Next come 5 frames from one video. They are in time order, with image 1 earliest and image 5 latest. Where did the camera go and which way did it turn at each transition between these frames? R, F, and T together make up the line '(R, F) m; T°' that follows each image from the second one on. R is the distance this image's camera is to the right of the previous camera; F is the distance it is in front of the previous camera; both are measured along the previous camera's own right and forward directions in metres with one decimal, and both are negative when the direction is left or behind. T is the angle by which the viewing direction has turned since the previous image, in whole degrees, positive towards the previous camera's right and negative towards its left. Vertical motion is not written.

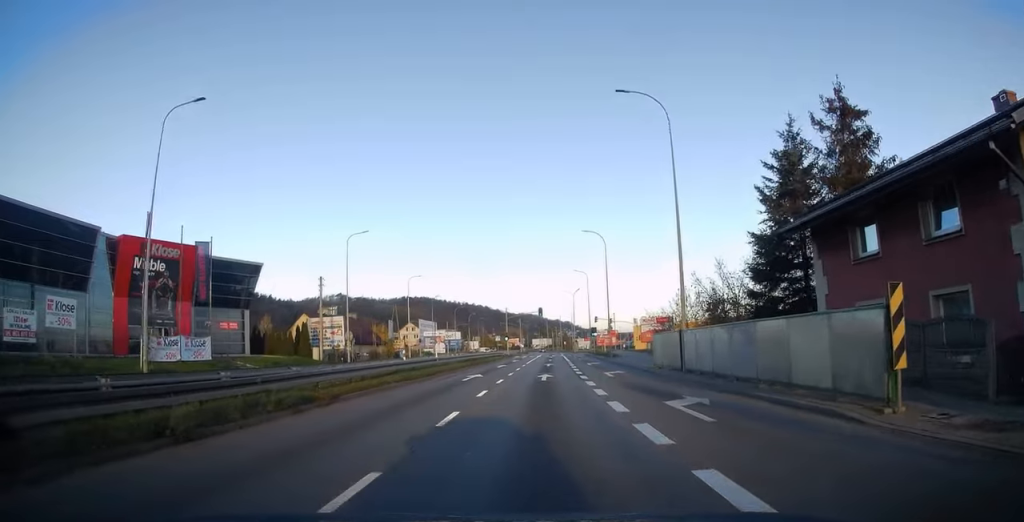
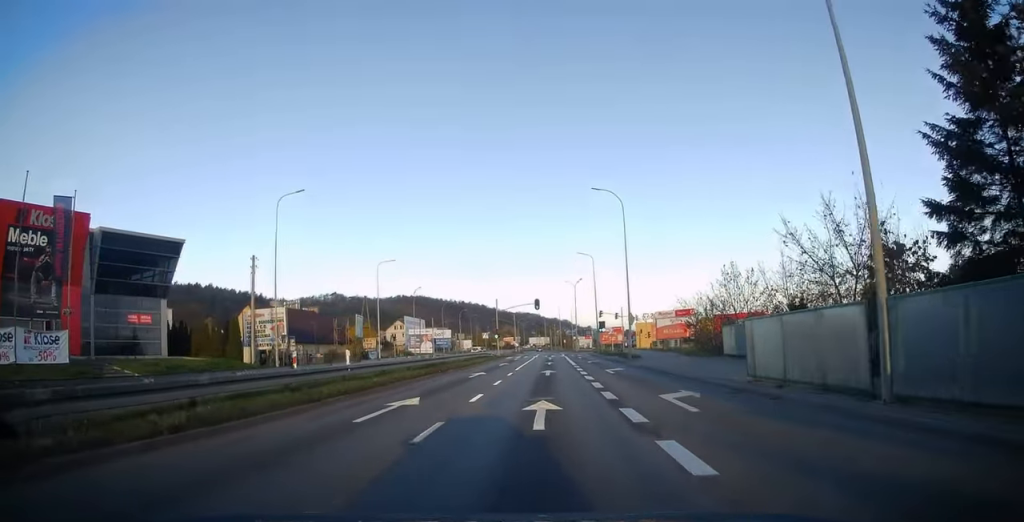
(-0.1, +14.0) m; 0°
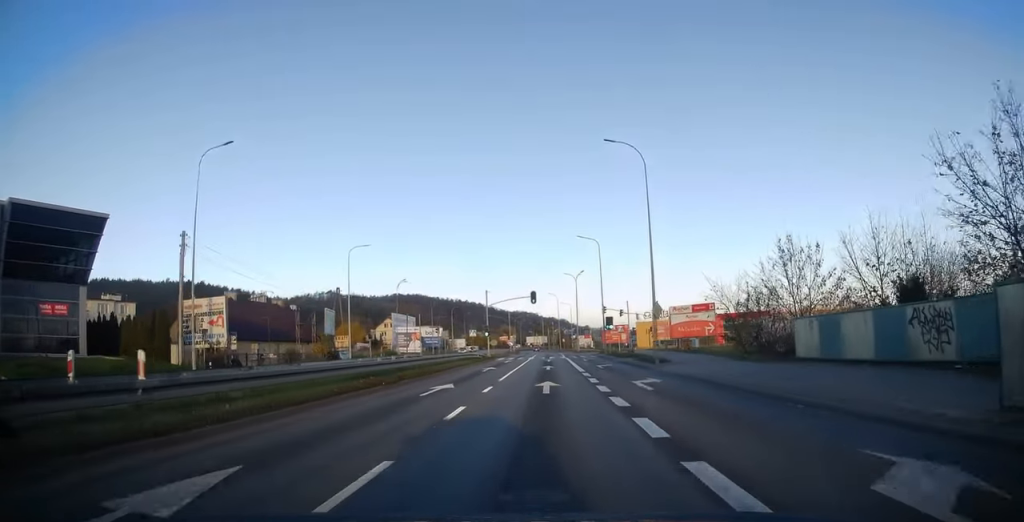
(0.0, +9.7) m; +1°
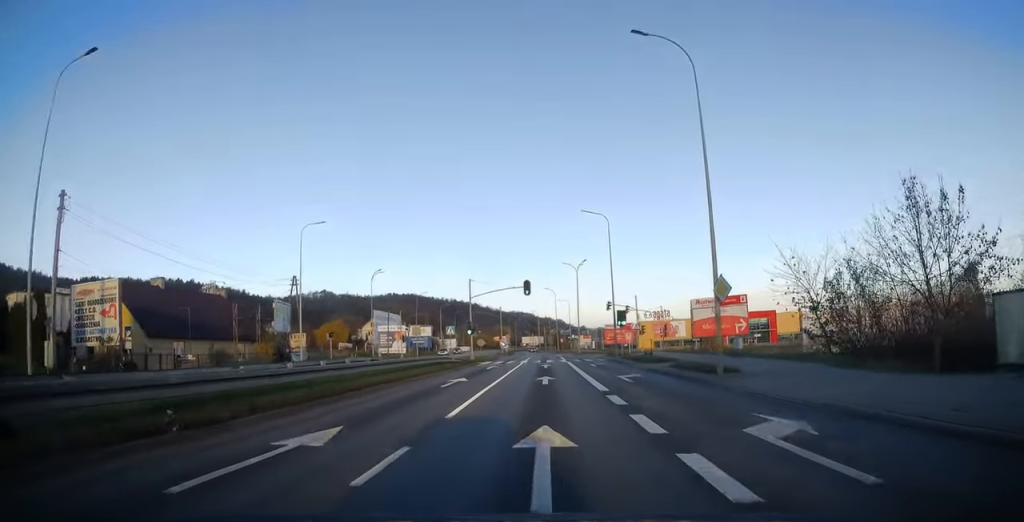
(0.0, +11.3) m; +1°
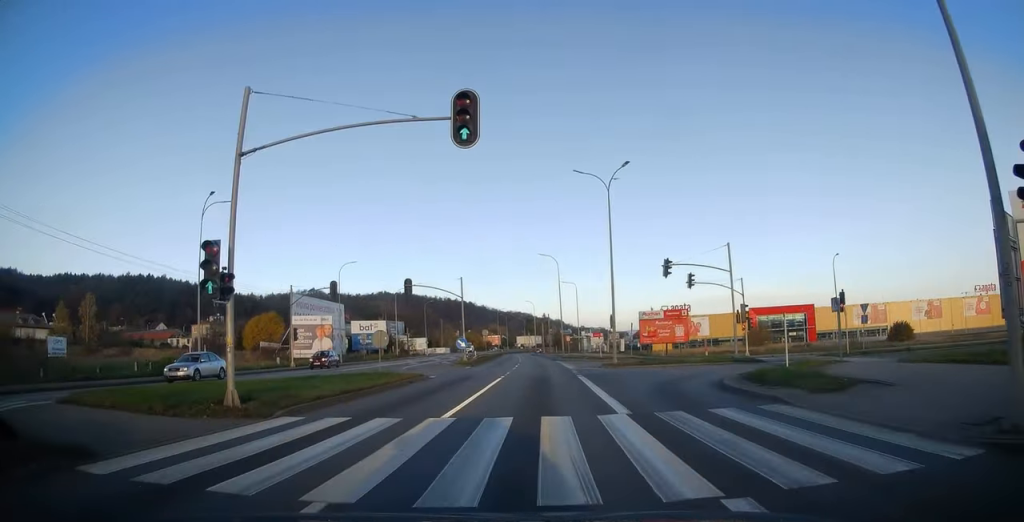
(+0.2, +40.2) m; 0°
